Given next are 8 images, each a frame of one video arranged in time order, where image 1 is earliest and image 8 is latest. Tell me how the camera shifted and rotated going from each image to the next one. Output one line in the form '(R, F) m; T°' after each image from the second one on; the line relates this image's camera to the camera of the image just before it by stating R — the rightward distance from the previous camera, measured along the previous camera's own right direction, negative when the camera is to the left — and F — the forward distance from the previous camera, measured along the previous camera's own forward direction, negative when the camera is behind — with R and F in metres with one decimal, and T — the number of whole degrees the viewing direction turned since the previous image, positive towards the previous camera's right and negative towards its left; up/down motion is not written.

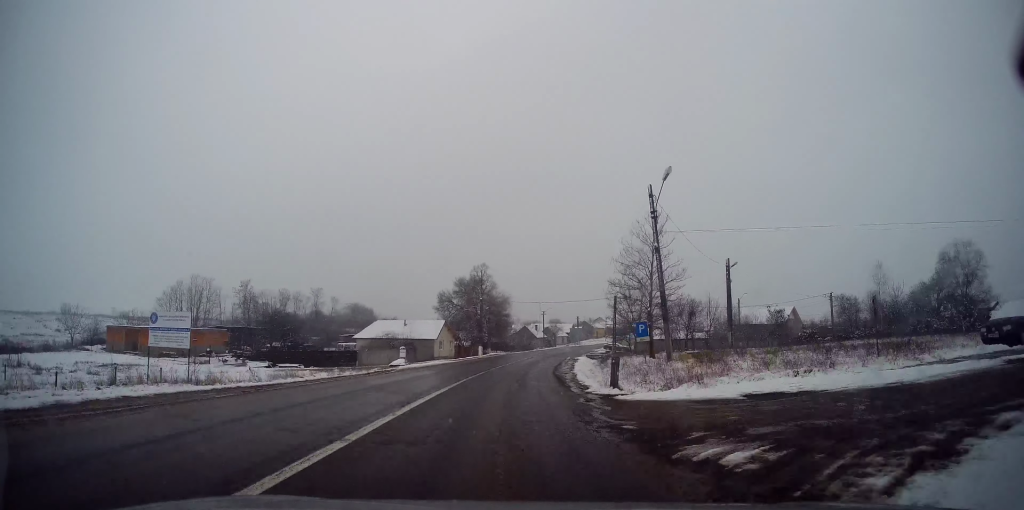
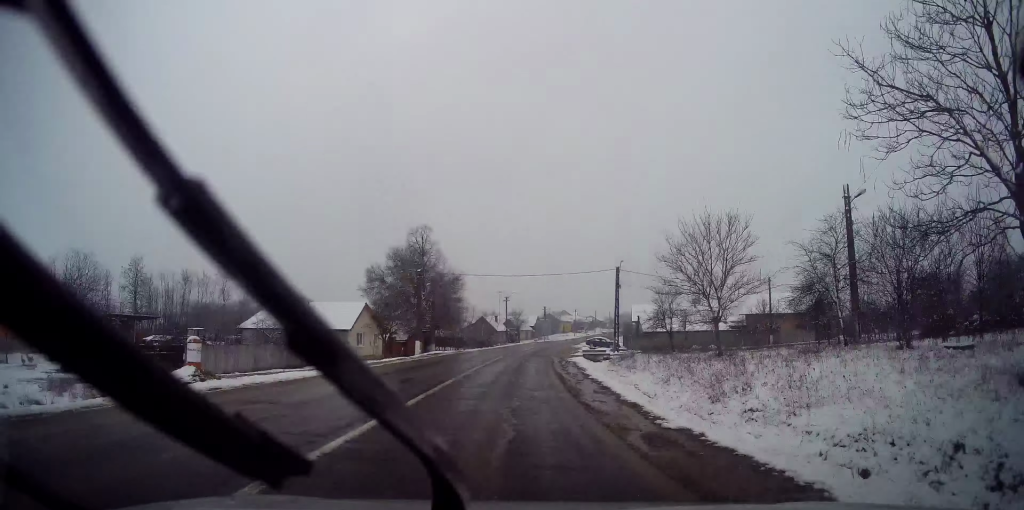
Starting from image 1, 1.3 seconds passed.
(+0.6, +24.2) m; +3°
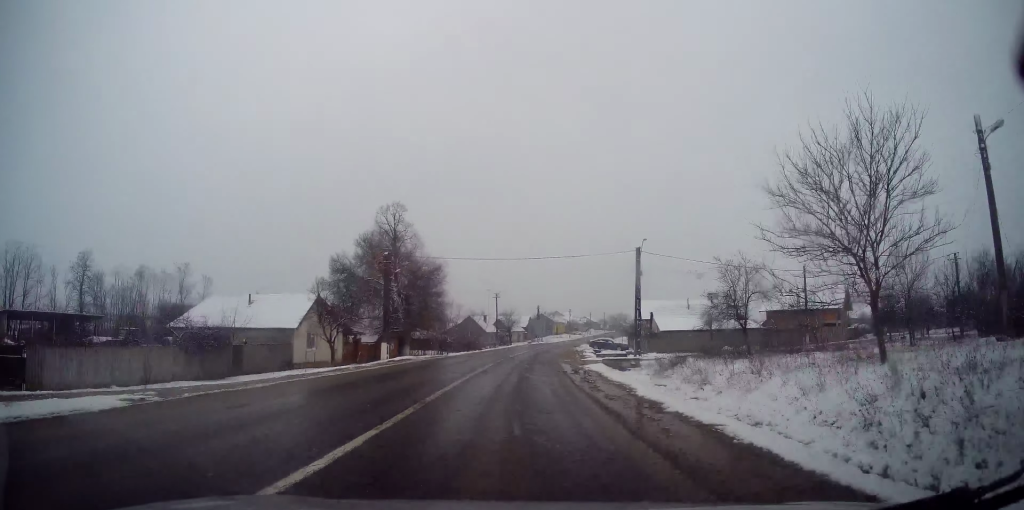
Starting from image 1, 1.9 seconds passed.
(+0.2, +10.9) m; +1°
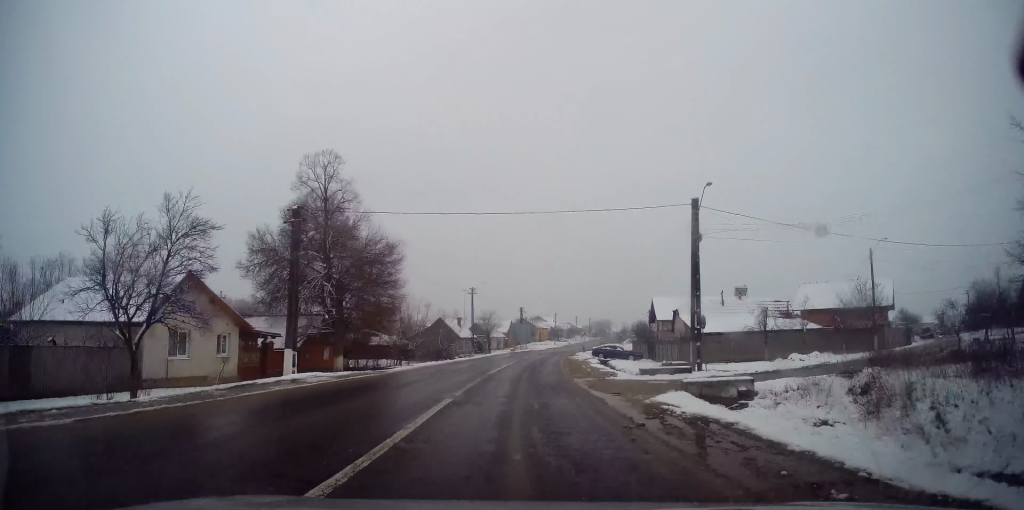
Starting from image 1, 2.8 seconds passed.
(+0.3, +15.2) m; +3°
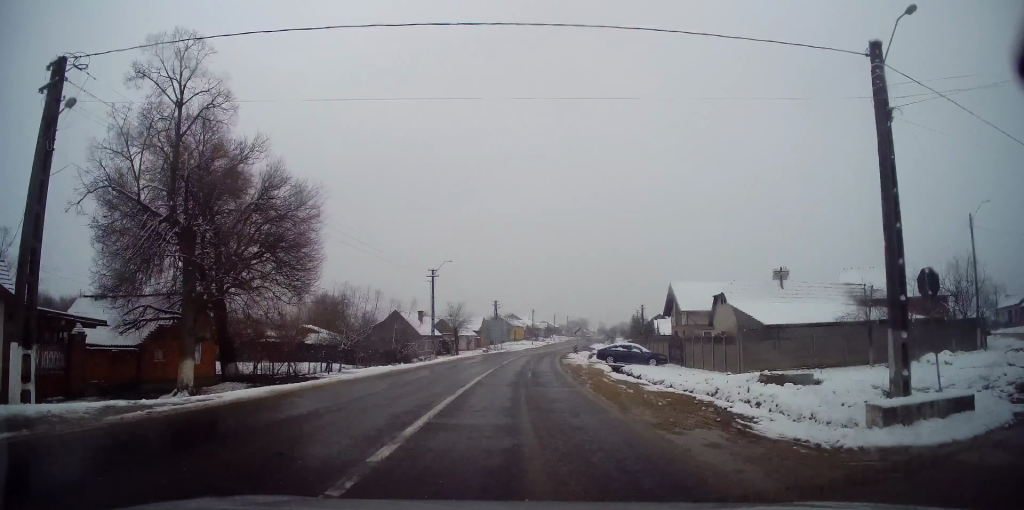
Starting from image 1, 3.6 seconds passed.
(+0.3, +14.6) m; +3°
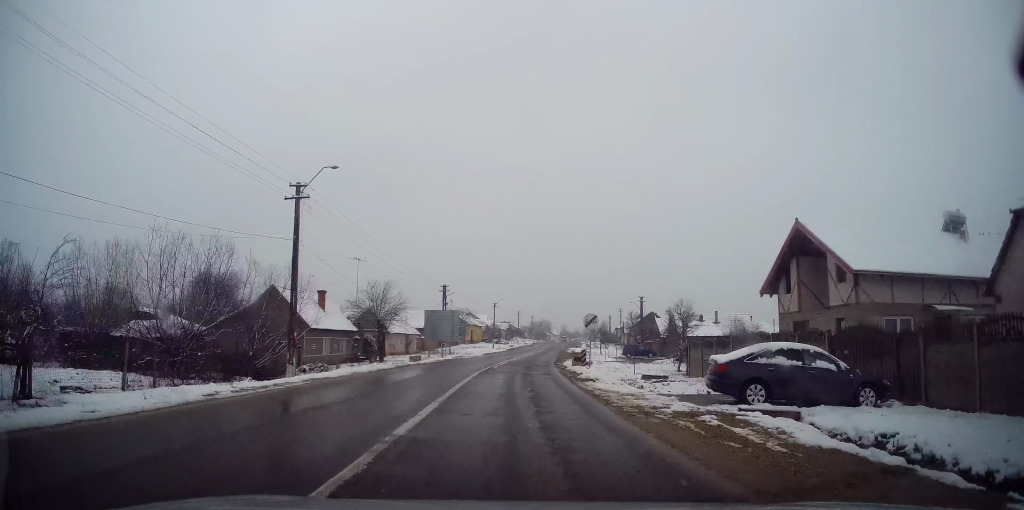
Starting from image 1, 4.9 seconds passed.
(+1.2, +24.8) m; +4°
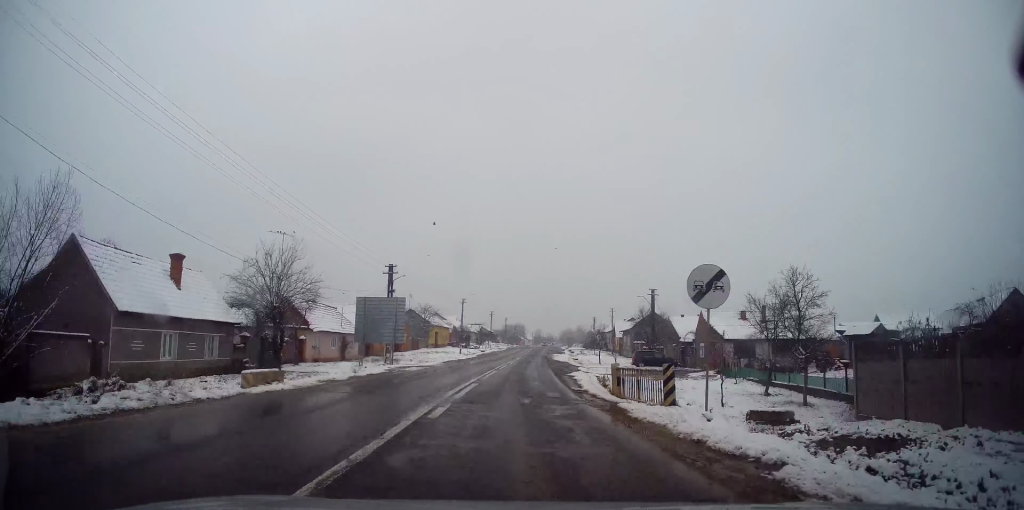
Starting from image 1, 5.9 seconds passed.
(+0.4, +17.4) m; +3°
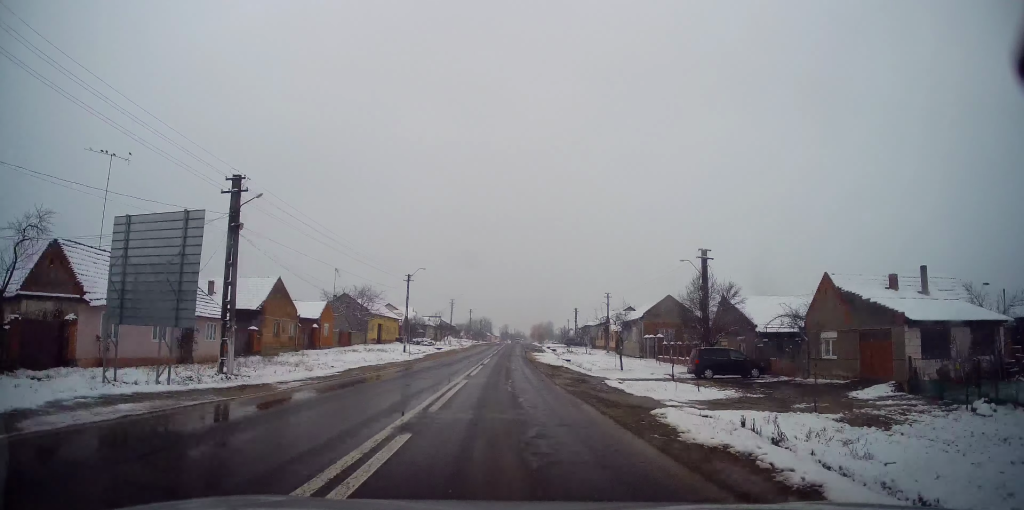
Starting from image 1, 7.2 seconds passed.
(+0.7, +22.7) m; +3°
